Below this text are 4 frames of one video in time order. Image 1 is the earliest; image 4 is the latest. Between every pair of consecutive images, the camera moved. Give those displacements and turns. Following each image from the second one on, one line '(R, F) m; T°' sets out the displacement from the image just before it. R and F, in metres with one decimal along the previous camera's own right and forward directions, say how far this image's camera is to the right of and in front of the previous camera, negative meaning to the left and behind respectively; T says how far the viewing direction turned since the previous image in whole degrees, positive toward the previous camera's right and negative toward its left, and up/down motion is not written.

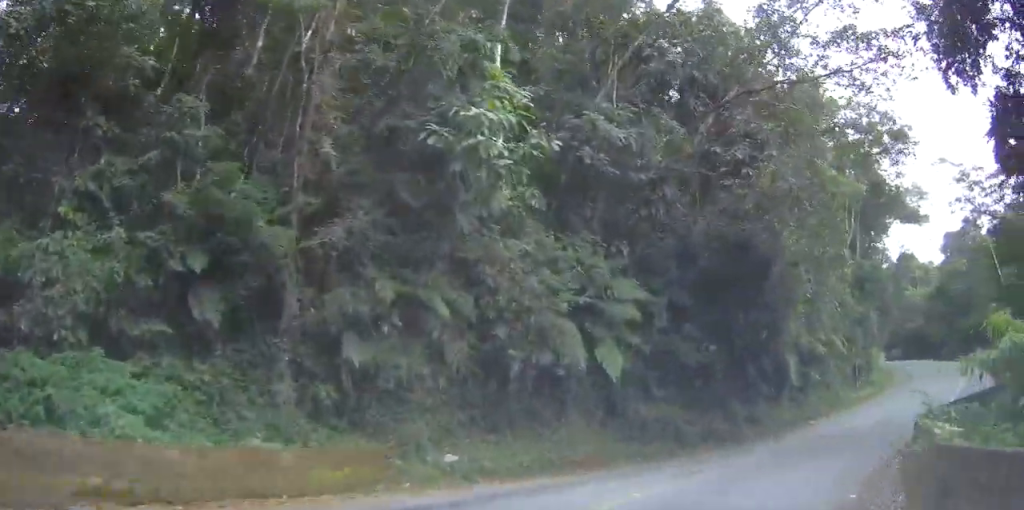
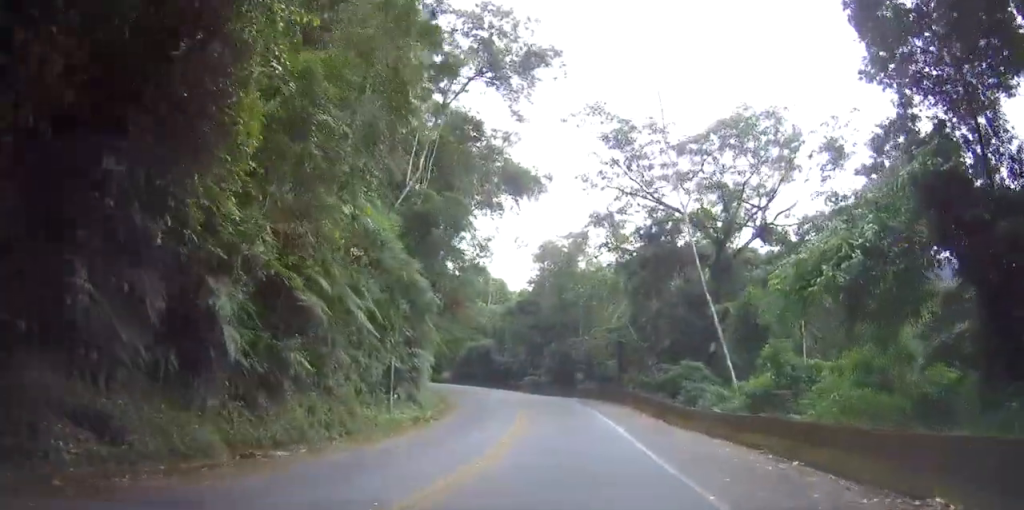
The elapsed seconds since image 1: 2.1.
(+9.8, +19.2) m; +36°
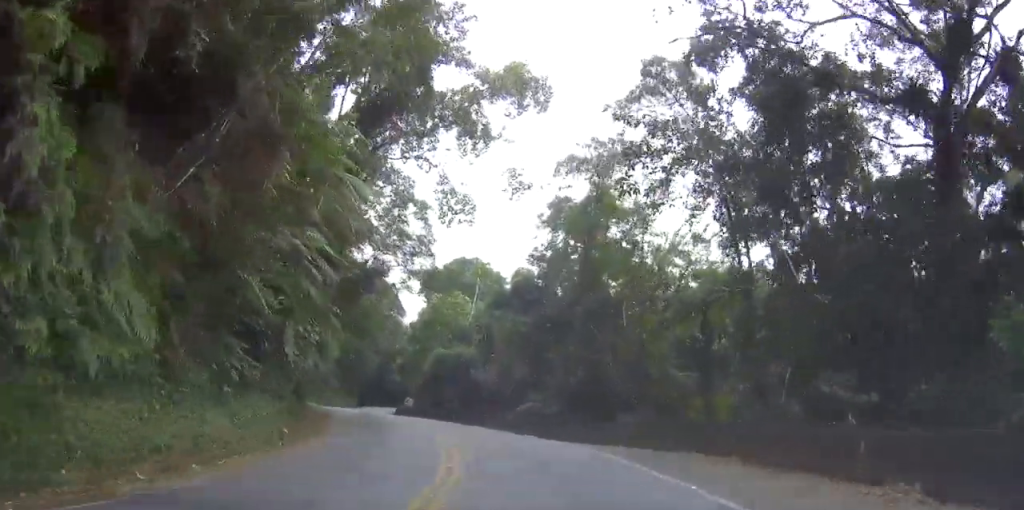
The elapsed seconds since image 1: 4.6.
(-1.0, +31.7) m; -5°
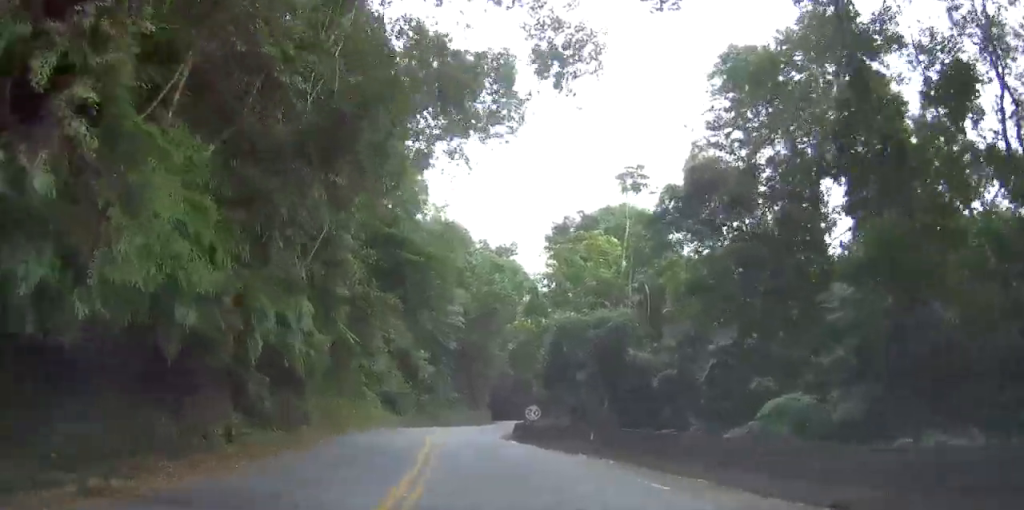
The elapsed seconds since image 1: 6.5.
(-1.4, +23.3) m; -11°
